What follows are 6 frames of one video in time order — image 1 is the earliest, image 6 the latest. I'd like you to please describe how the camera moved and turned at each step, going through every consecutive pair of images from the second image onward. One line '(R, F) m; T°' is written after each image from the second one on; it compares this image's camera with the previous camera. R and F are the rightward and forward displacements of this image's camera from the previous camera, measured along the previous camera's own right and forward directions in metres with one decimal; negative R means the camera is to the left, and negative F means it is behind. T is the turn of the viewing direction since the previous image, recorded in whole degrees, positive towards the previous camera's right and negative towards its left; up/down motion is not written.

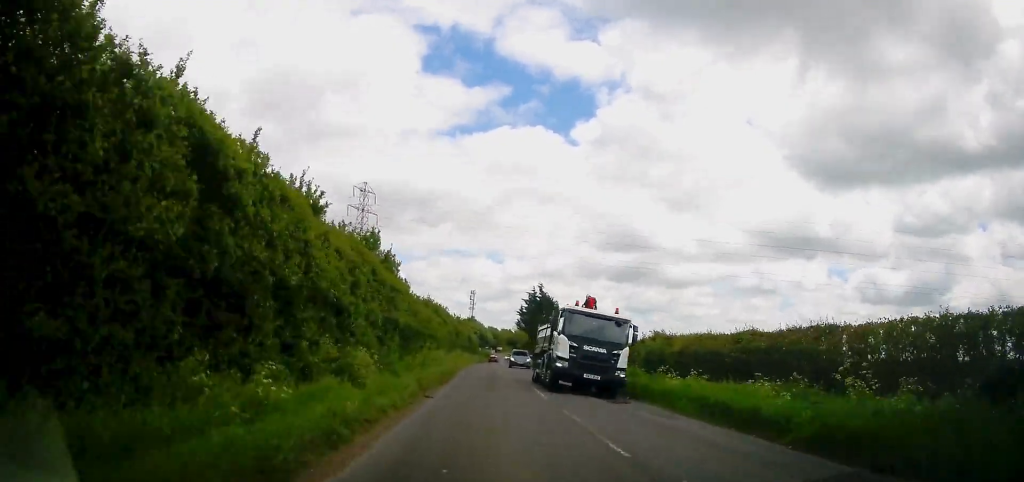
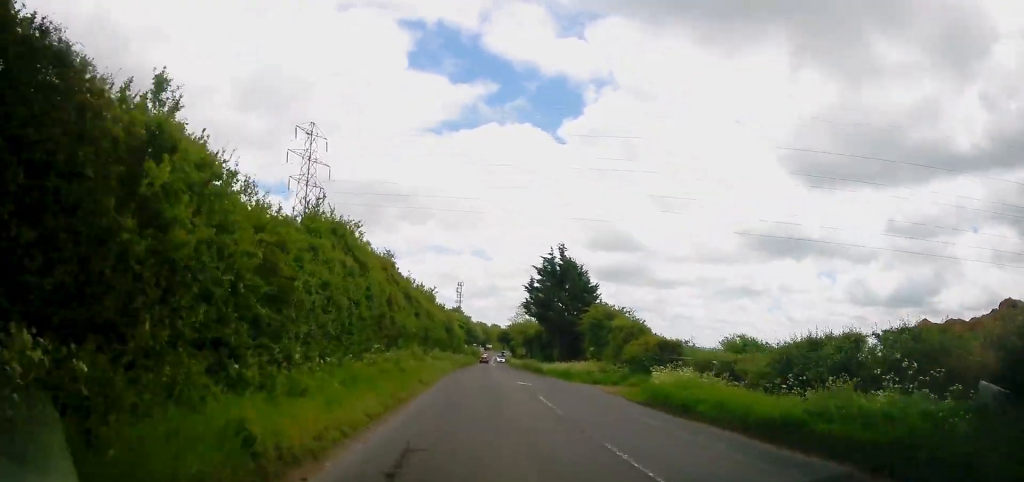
(-0.5, +30.7) m; -1°
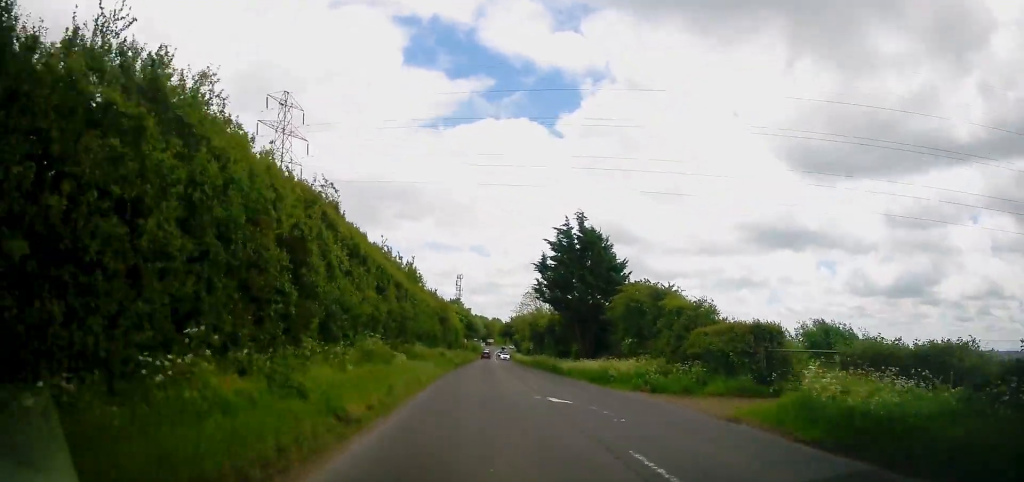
(0.0, +10.5) m; +1°
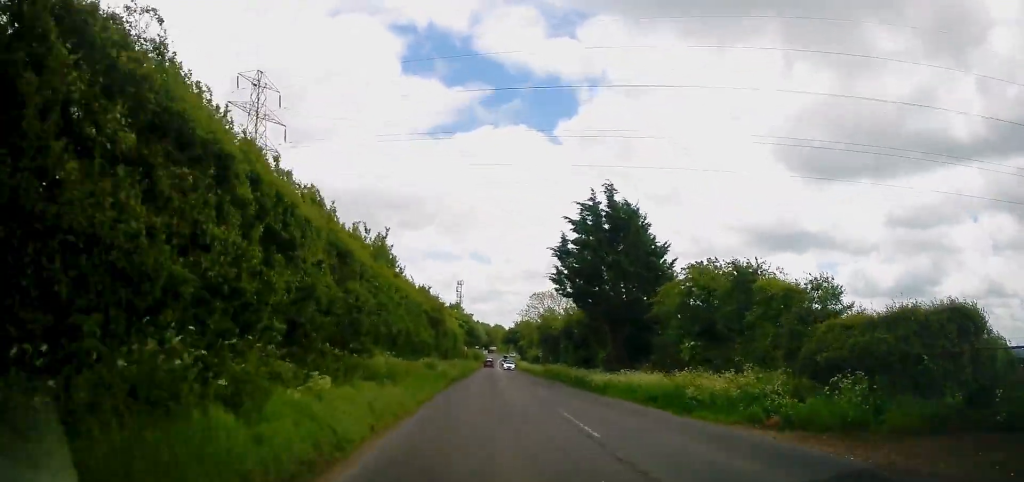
(+0.4, +9.5) m; +1°
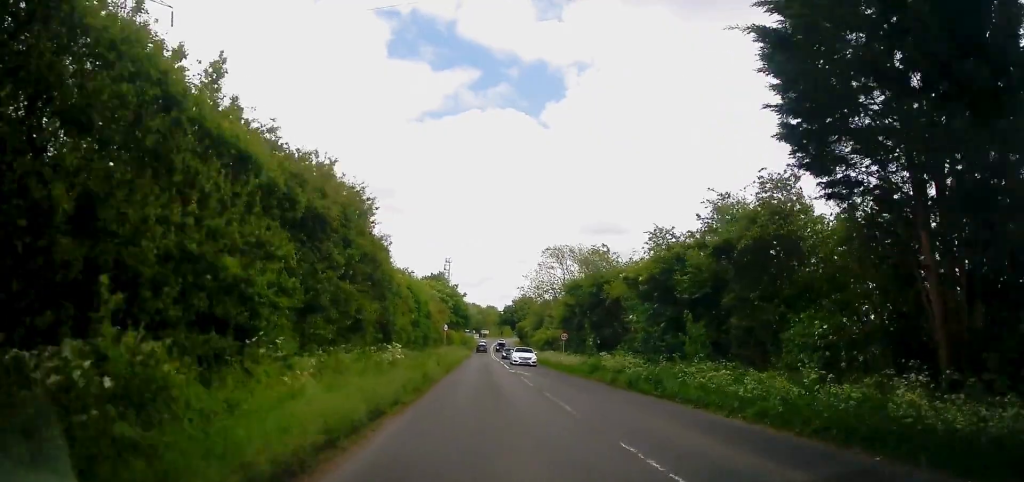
(-0.1, +25.2) m; 0°
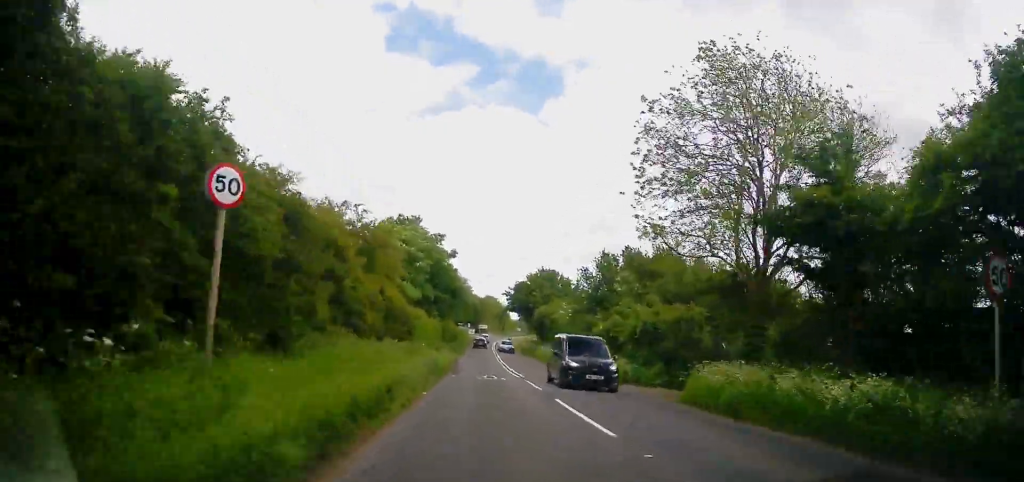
(+0.2, +38.5) m; 0°
